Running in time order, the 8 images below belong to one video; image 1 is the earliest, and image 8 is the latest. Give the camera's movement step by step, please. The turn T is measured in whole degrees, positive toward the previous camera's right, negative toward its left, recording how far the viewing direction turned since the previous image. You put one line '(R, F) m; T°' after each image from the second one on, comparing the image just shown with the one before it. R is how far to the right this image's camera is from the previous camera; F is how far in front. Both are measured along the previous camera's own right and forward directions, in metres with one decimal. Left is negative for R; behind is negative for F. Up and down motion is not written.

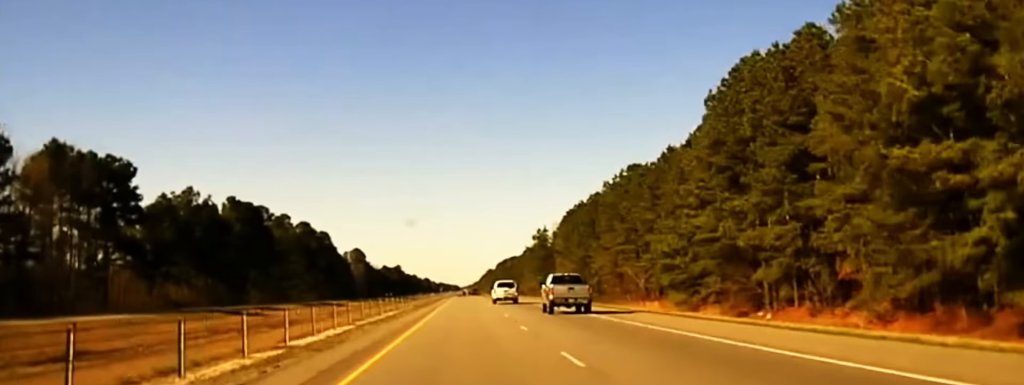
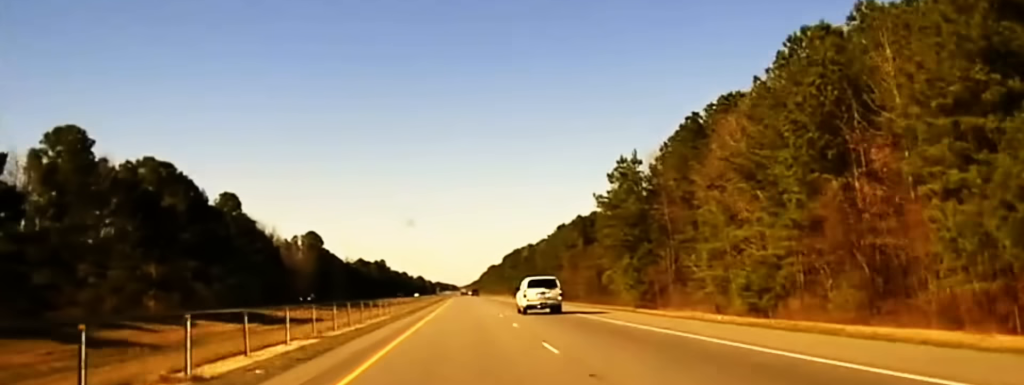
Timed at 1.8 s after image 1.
(0.0, +107.8) m; 0°
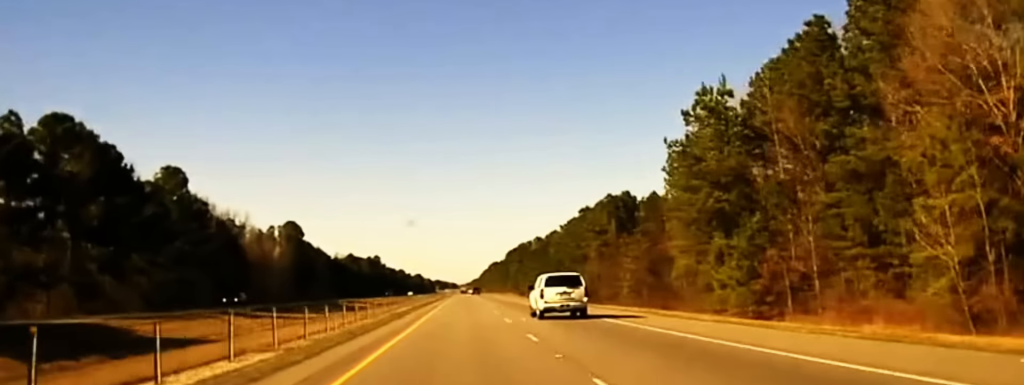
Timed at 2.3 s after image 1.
(+0.1, +33.0) m; 0°
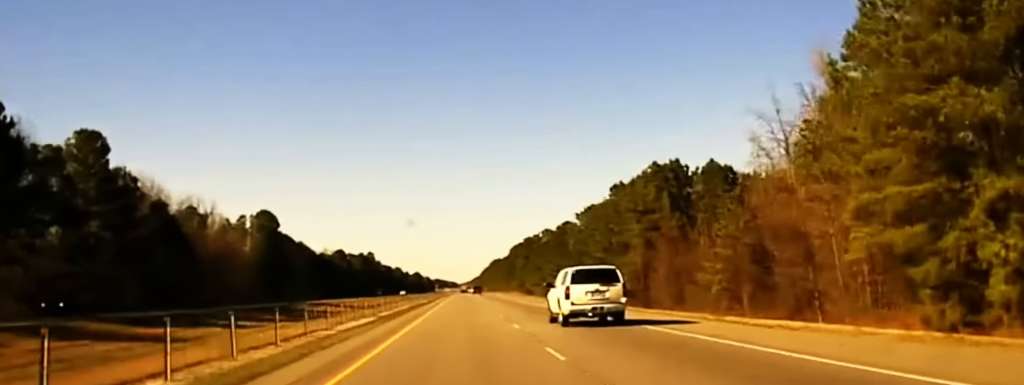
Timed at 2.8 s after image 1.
(+0.1, +30.9) m; 0°
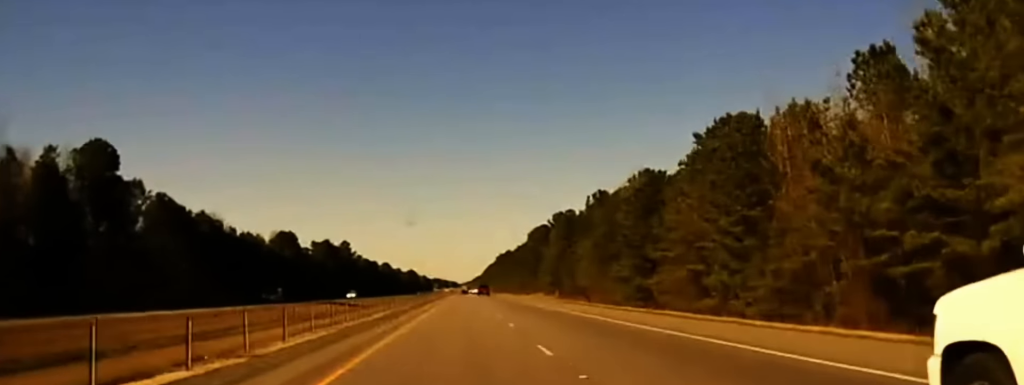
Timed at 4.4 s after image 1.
(0.0, +97.5) m; 0°
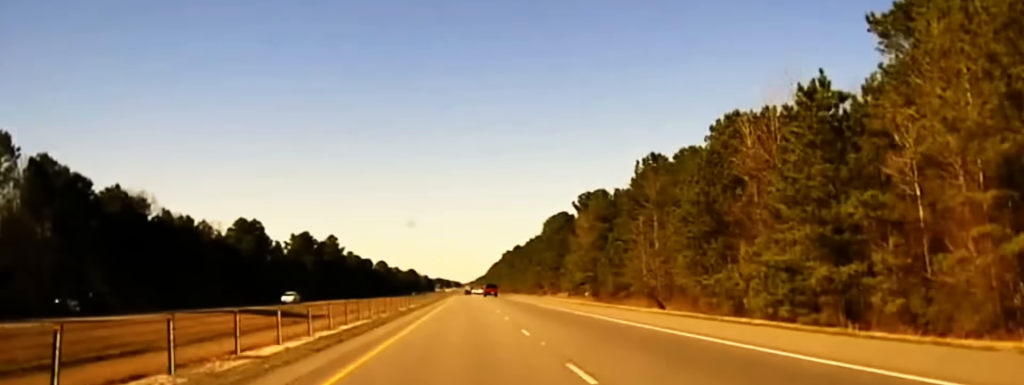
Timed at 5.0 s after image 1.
(+0.1, +41.9) m; 0°
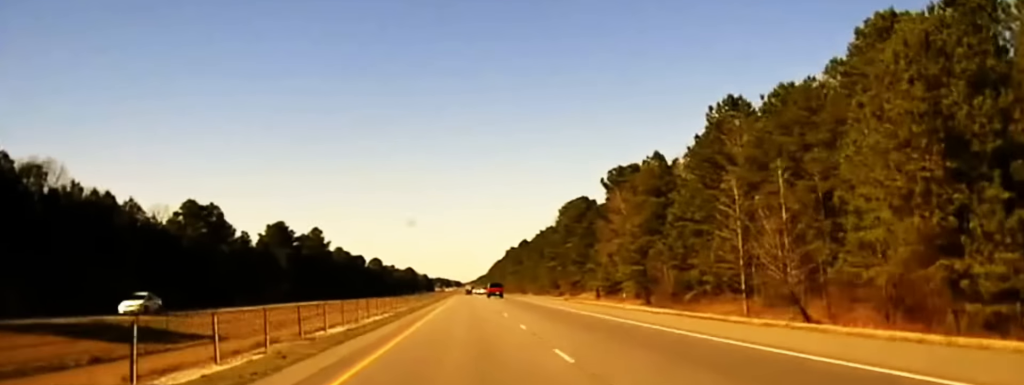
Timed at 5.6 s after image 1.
(+0.1, +33.8) m; 0°
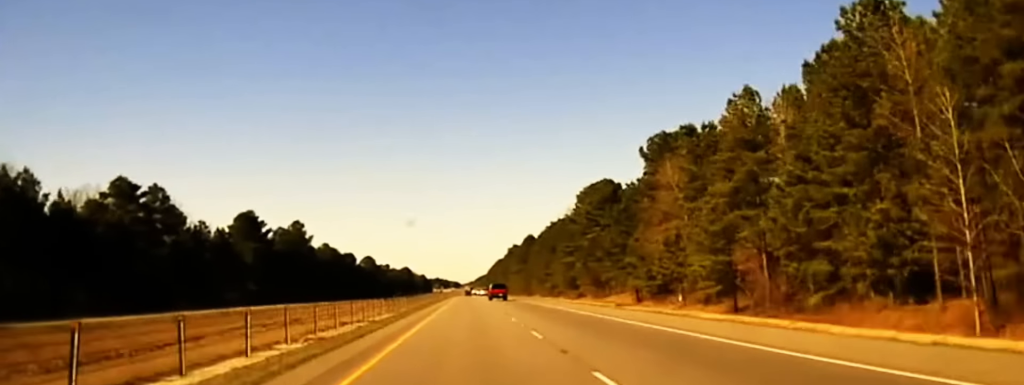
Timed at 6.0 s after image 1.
(0.0, +27.5) m; 0°
